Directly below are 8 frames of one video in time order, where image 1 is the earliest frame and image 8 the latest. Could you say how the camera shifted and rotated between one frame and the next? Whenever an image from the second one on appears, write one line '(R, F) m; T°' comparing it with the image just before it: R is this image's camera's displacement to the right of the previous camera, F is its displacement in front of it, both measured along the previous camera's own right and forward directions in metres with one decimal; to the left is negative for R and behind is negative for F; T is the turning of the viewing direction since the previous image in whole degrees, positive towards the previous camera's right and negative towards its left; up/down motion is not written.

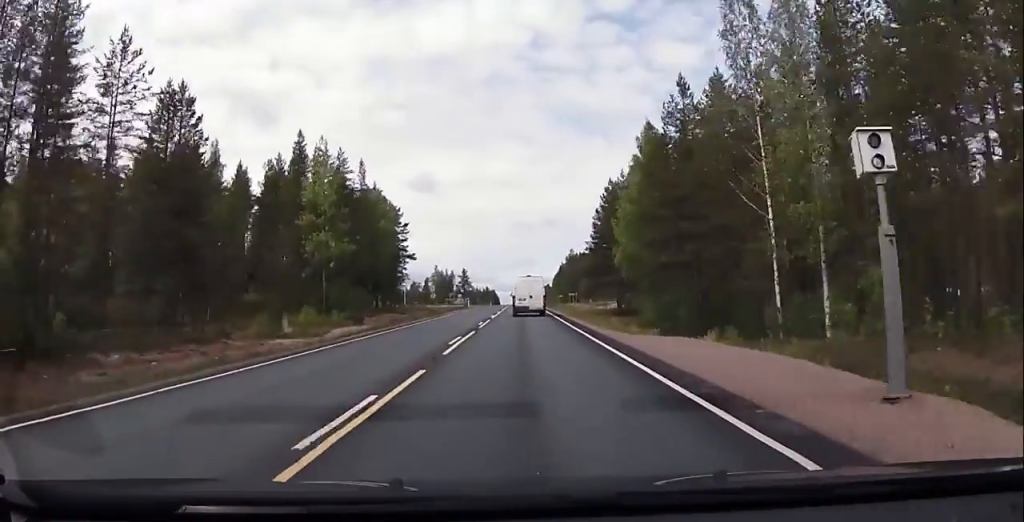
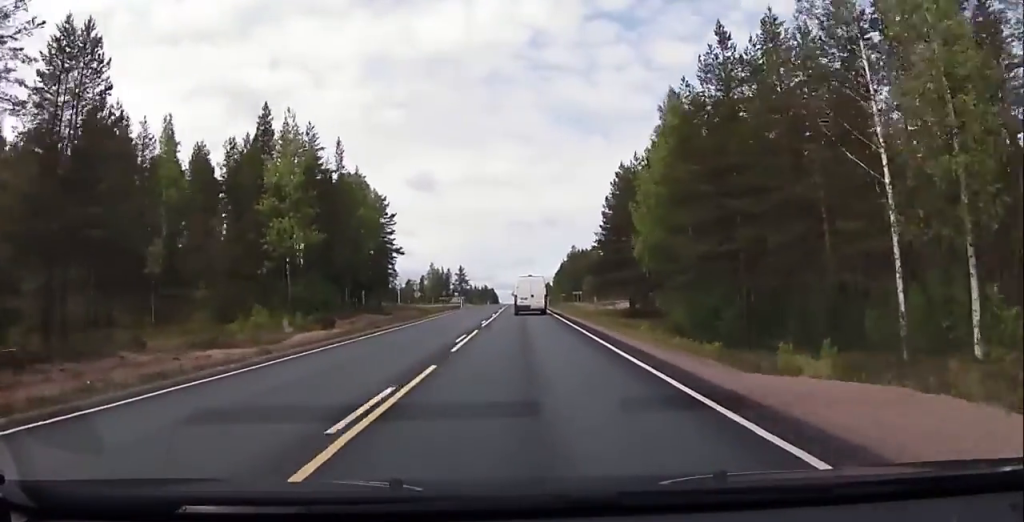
(-0.2, +11.6) m; 0°
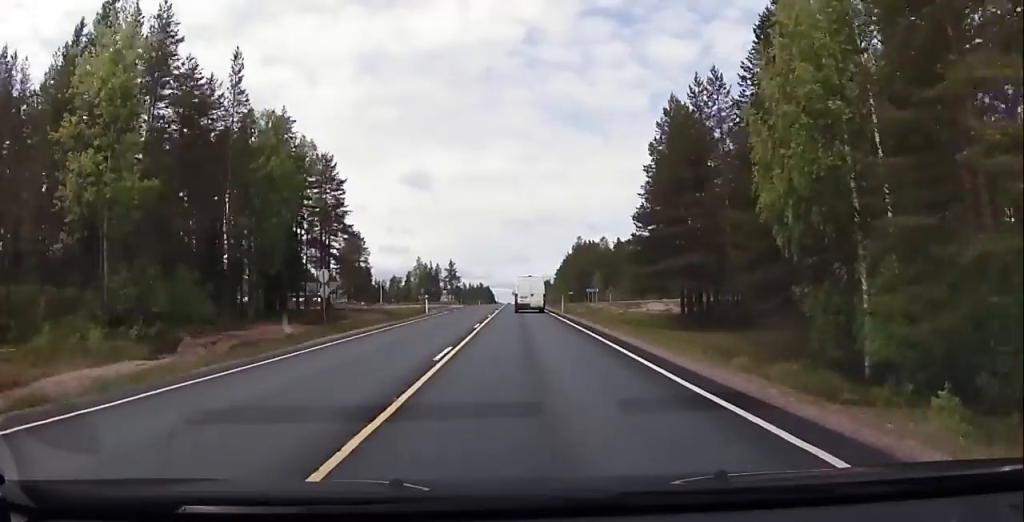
(+0.7, +29.6) m; +1°
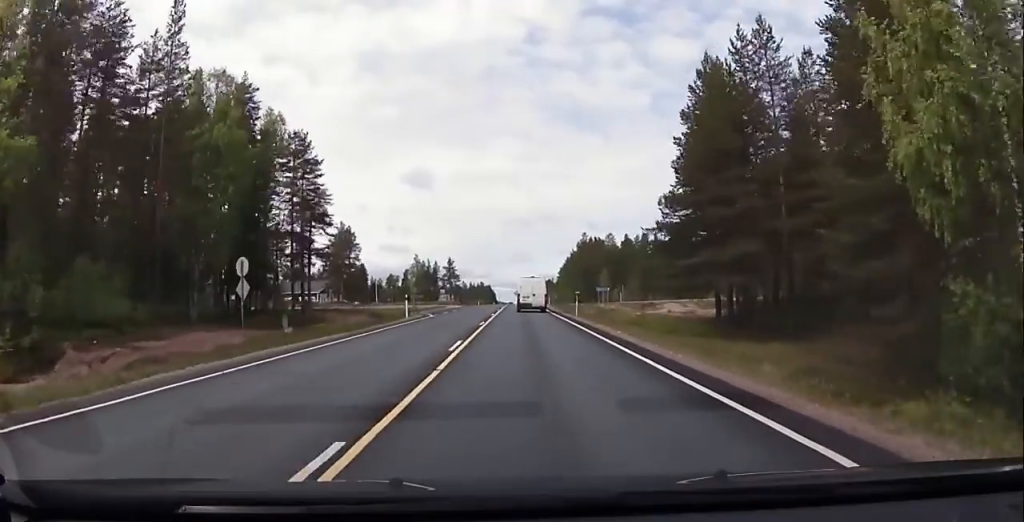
(+0.1, +10.4) m; -1°
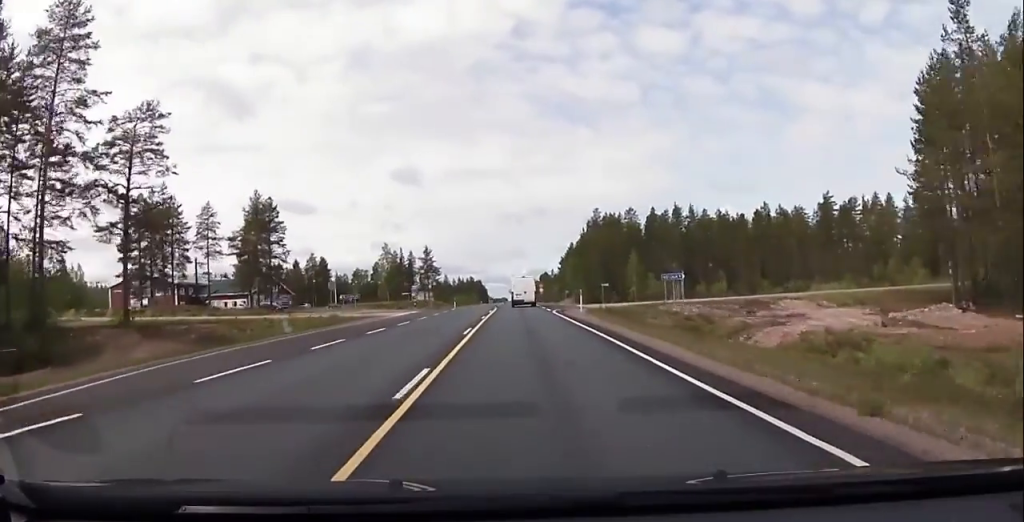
(0.0, +43.3) m; 0°
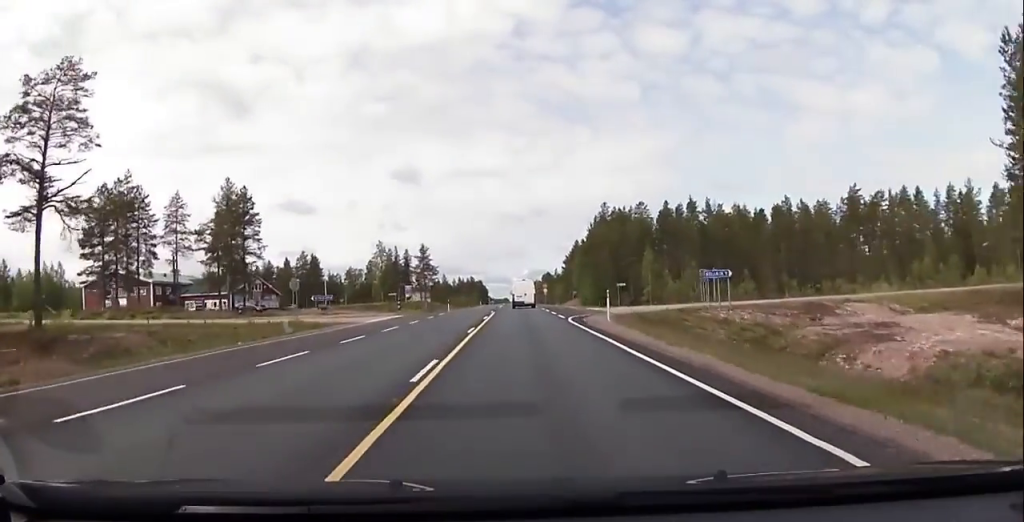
(-0.3, +10.8) m; 0°
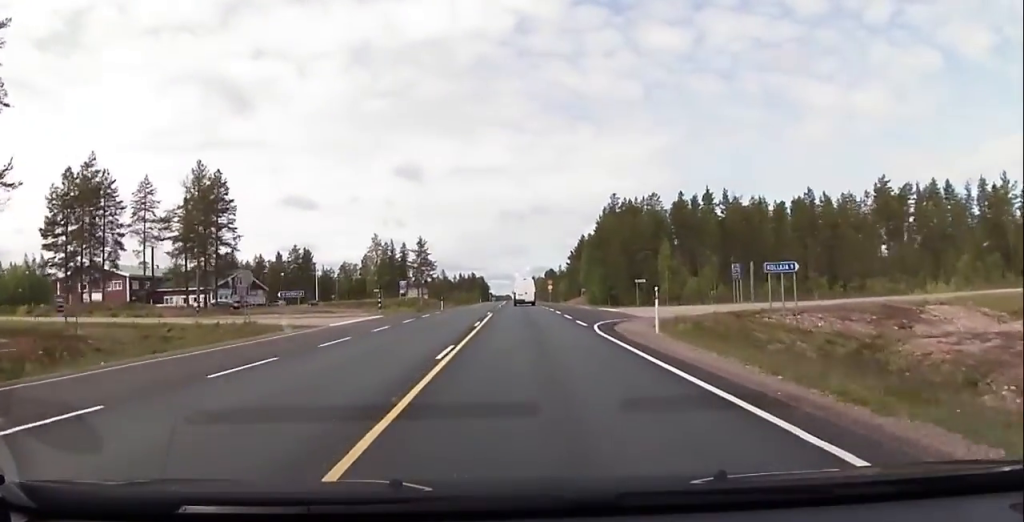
(+0.1, +9.5) m; 0°
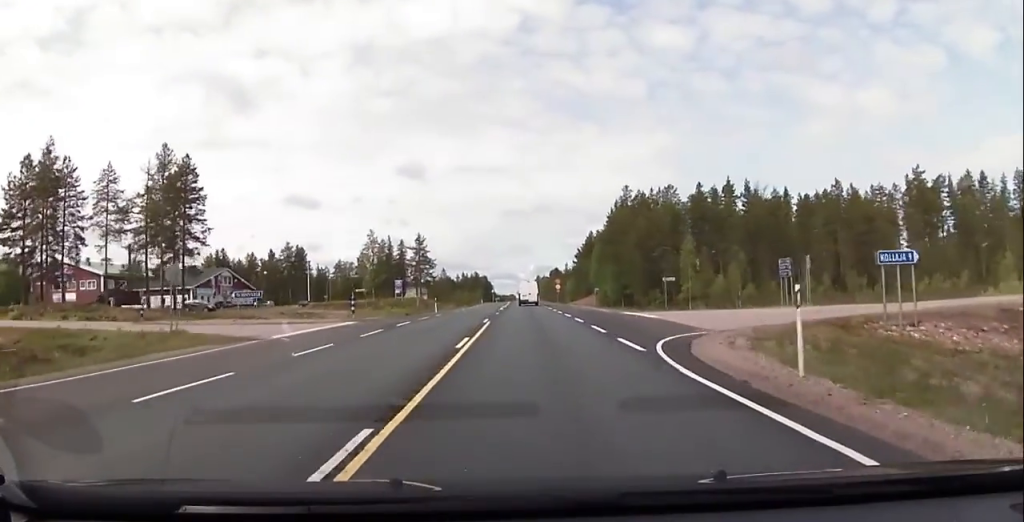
(+0.3, +10.2) m; 0°
